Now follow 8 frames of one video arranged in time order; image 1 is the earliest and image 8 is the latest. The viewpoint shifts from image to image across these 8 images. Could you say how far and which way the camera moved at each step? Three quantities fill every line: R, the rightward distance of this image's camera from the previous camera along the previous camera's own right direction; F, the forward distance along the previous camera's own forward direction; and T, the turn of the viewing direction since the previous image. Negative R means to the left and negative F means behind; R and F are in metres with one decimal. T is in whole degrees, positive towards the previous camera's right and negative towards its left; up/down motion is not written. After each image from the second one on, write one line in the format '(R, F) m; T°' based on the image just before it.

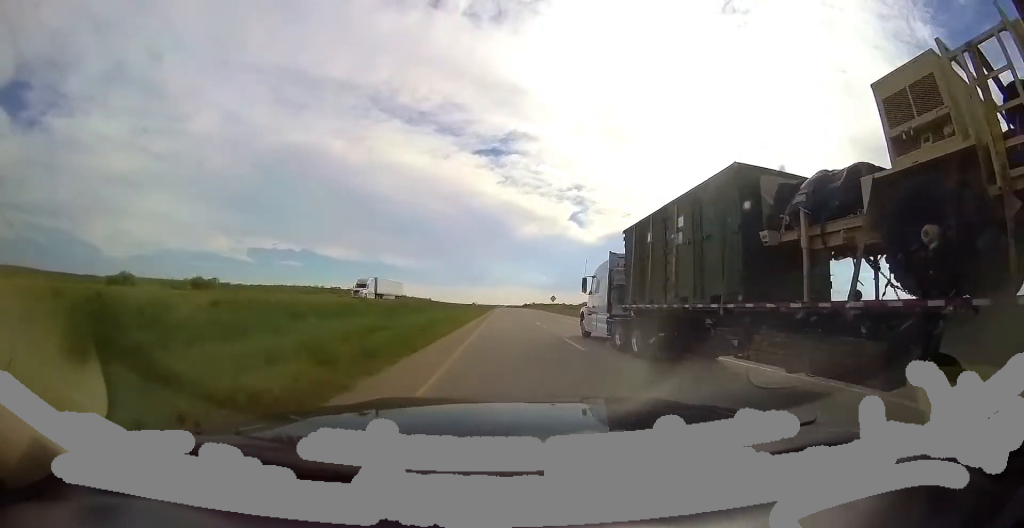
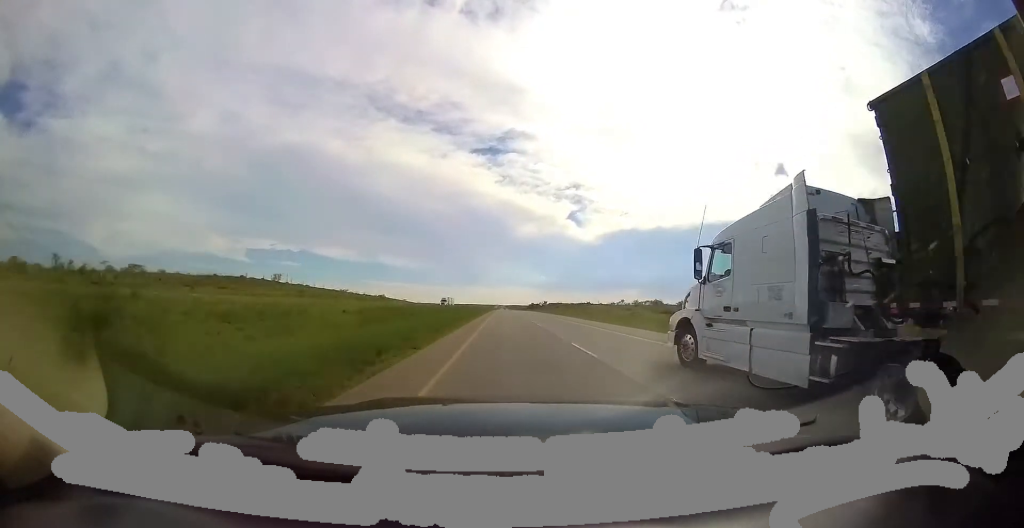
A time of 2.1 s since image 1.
(-0.2, +73.7) m; 0°
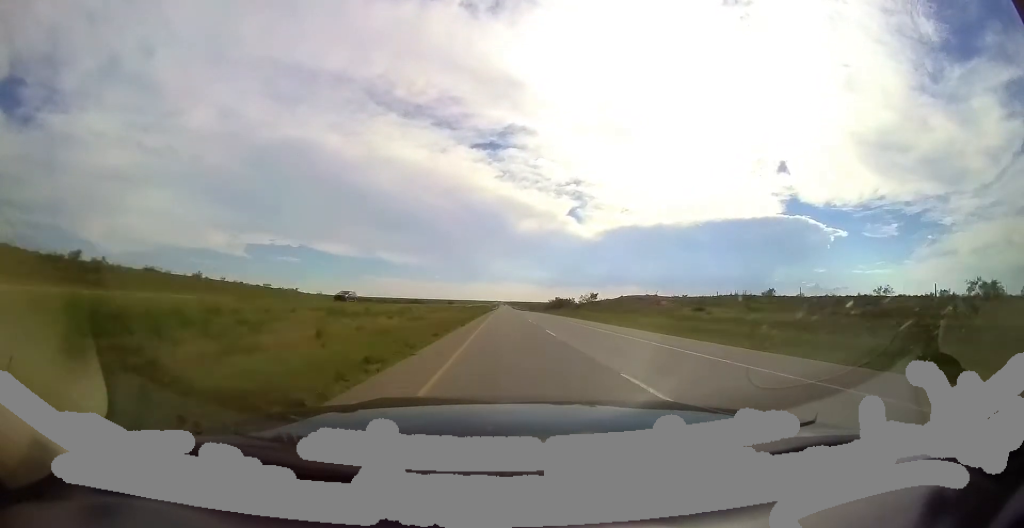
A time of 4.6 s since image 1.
(+0.7, +90.7) m; 0°
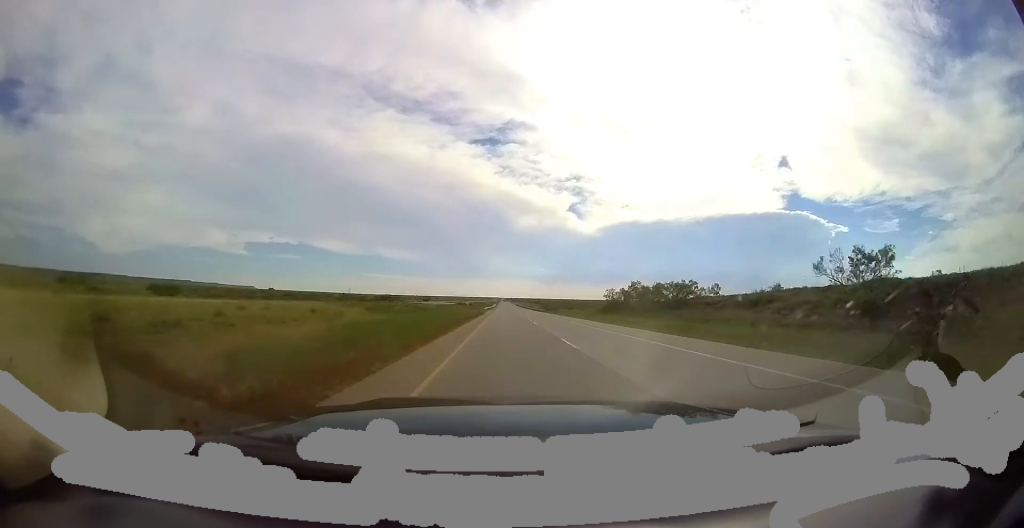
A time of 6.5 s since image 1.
(-0.2, +67.1) m; 0°
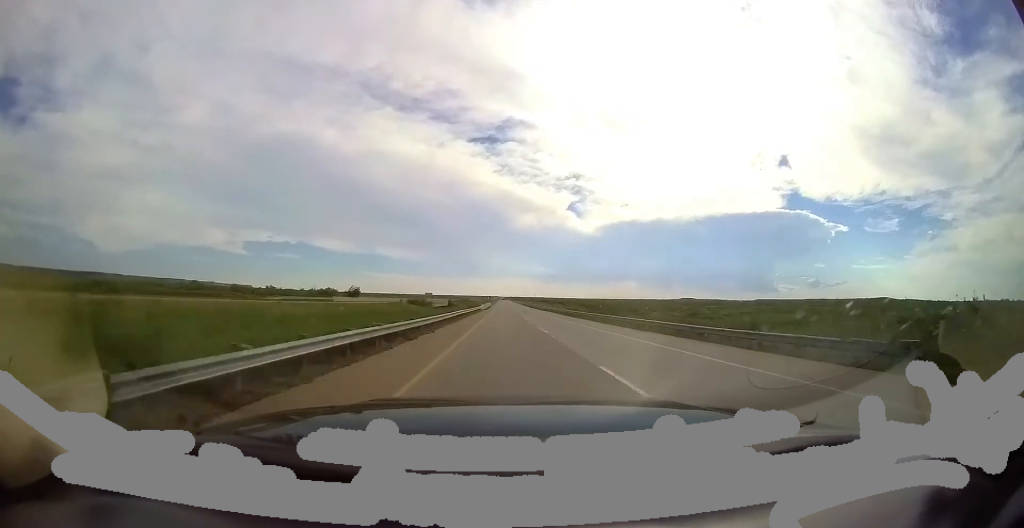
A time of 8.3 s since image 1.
(-0.3, +67.4) m; 0°
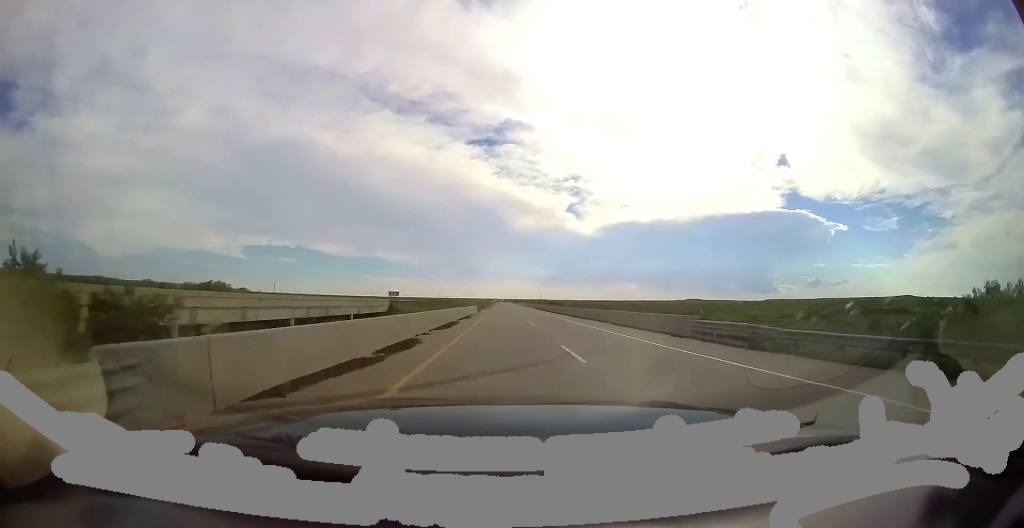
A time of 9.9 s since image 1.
(+0.2, +57.7) m; 0°
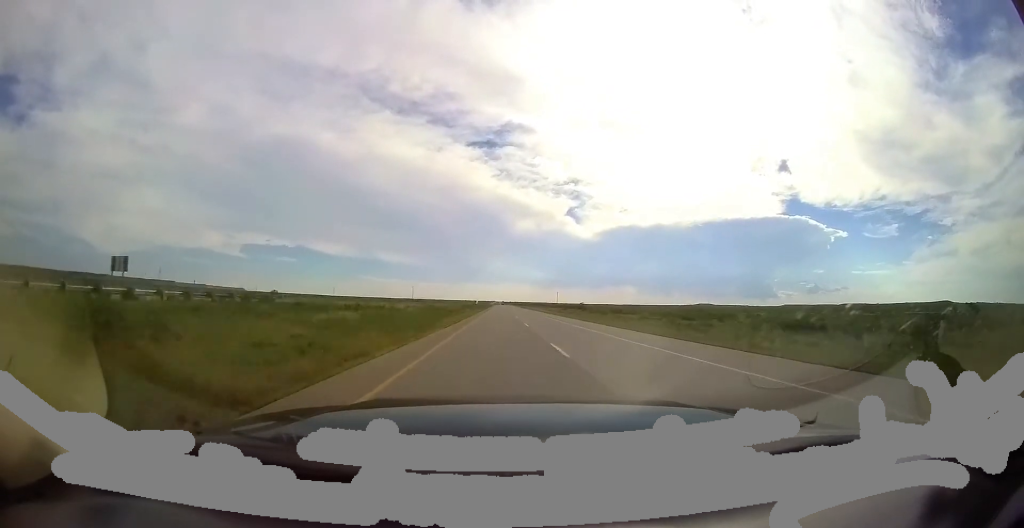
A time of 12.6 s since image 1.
(0.0, +95.8) m; 0°
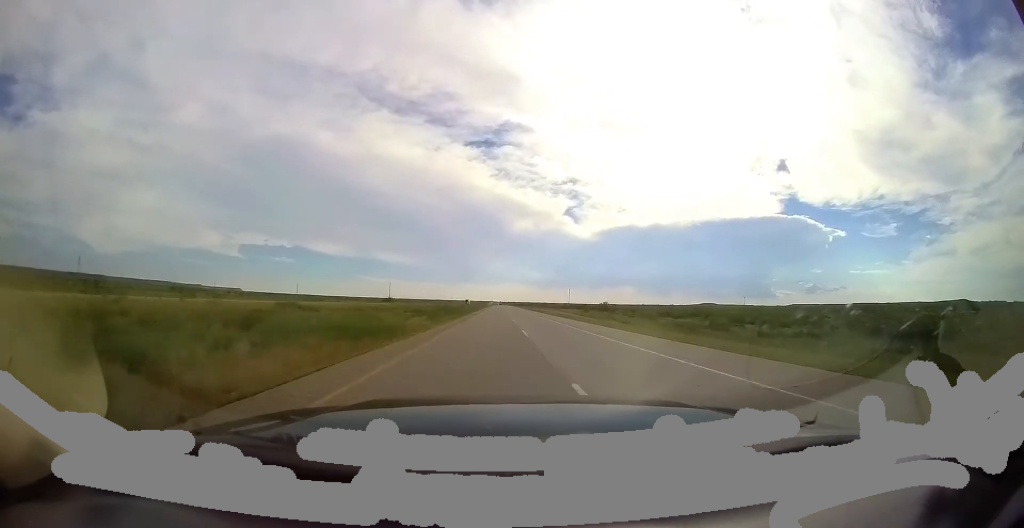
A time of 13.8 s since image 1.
(-0.3, +43.1) m; 0°
